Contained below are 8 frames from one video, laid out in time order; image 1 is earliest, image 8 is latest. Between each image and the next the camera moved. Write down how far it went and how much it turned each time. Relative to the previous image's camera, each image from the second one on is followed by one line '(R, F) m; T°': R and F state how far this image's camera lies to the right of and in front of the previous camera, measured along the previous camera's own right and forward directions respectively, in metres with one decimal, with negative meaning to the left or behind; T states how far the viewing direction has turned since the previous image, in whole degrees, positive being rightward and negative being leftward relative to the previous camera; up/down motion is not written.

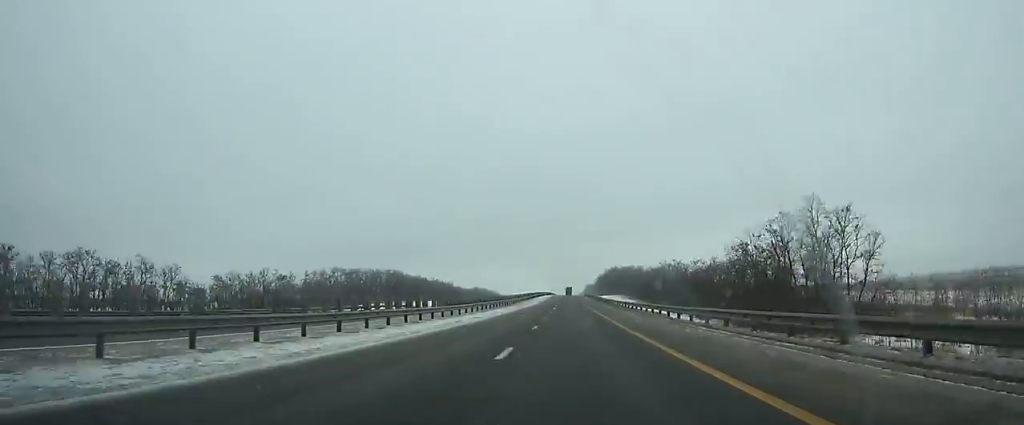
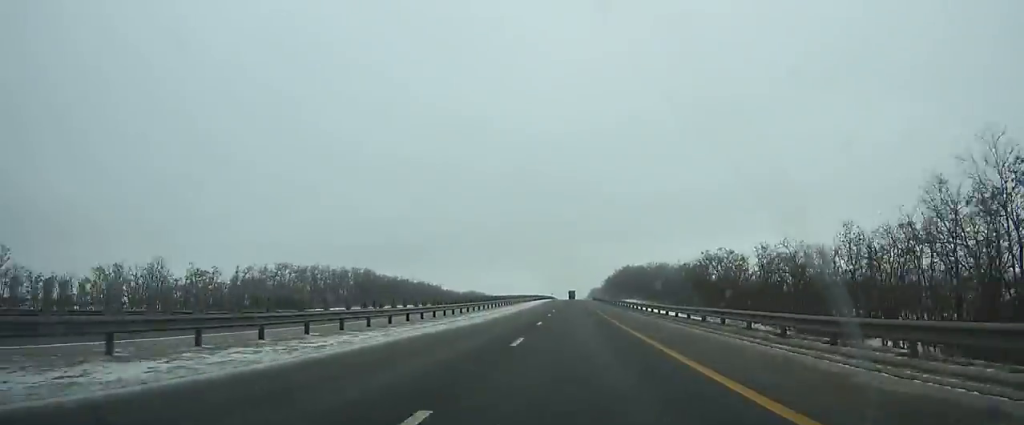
(+0.1, +44.2) m; 0°
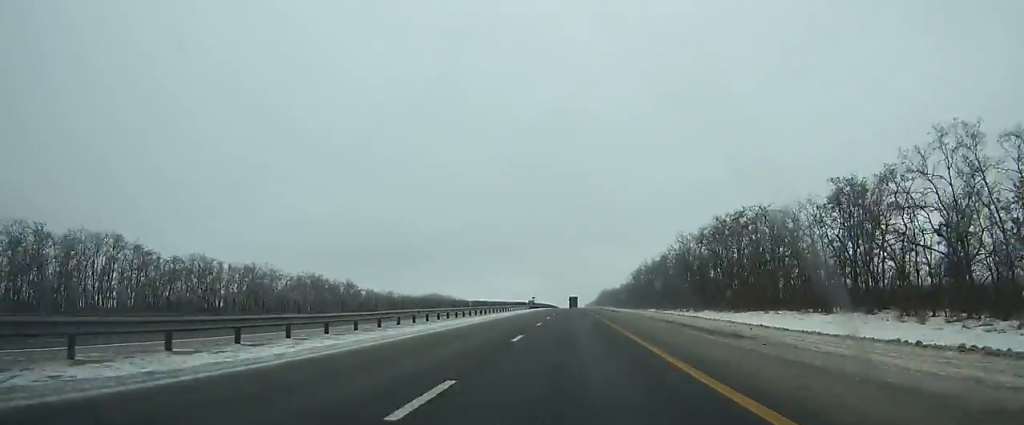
(-0.4, +139.3) m; 0°
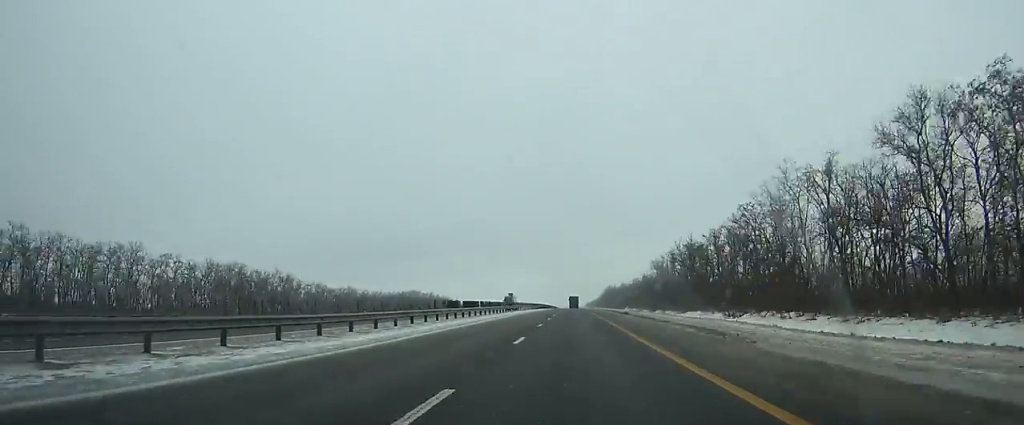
(-0.1, +48.7) m; 0°
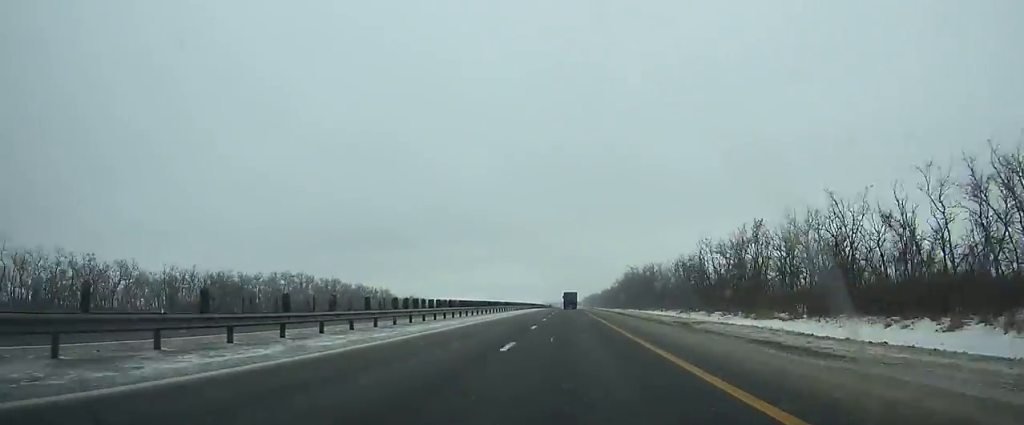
(+0.4, +134.1) m; 0°
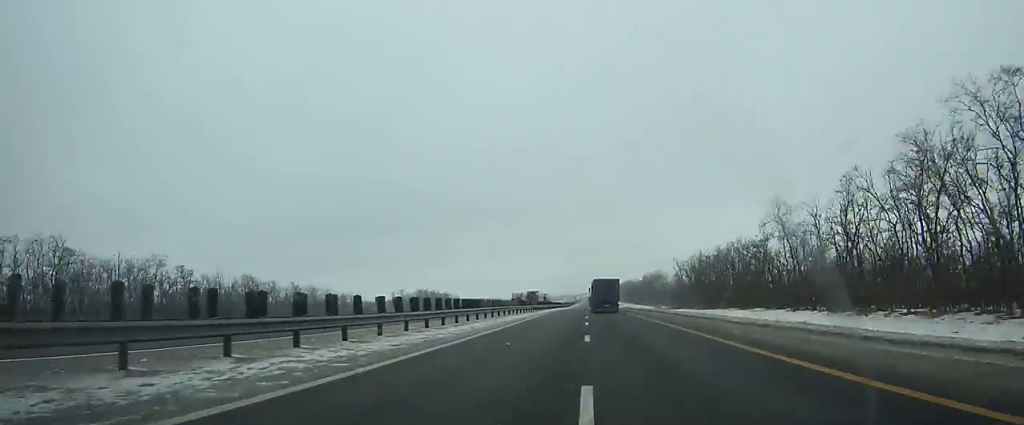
(-1.3, +166.9) m; -1°
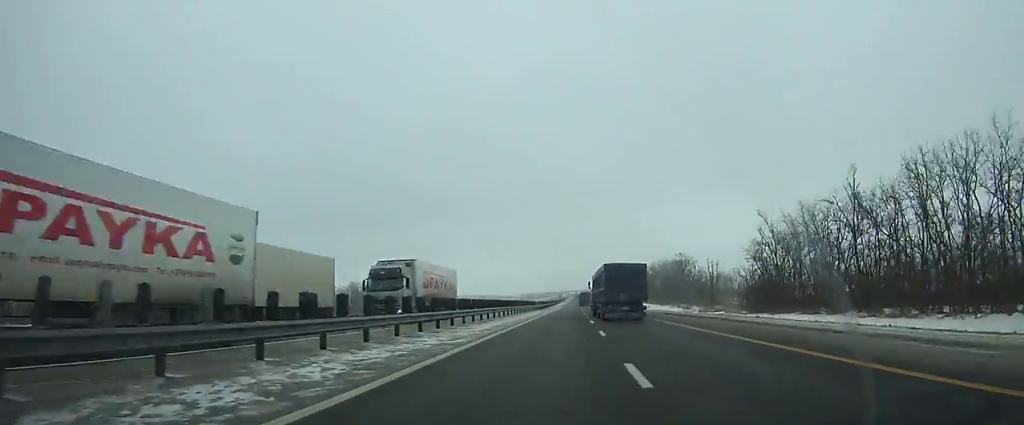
(0.0, +70.1) m; 0°
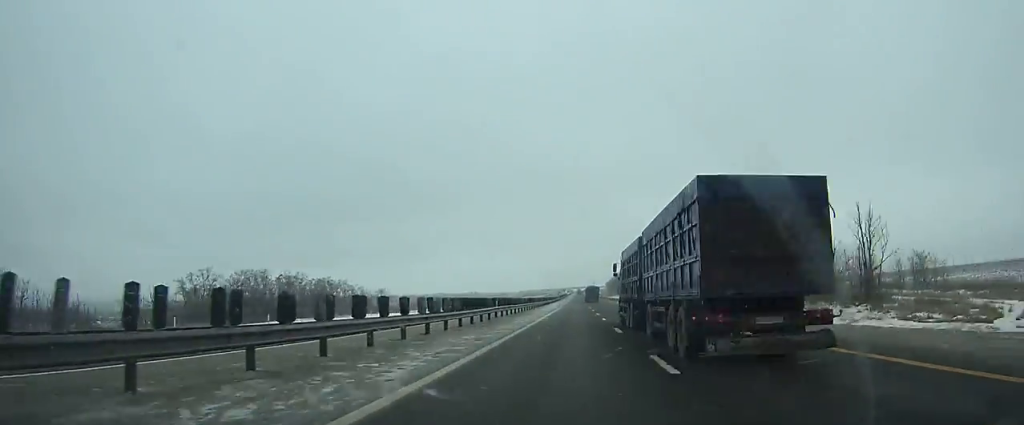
(+0.4, +72.3) m; 0°
